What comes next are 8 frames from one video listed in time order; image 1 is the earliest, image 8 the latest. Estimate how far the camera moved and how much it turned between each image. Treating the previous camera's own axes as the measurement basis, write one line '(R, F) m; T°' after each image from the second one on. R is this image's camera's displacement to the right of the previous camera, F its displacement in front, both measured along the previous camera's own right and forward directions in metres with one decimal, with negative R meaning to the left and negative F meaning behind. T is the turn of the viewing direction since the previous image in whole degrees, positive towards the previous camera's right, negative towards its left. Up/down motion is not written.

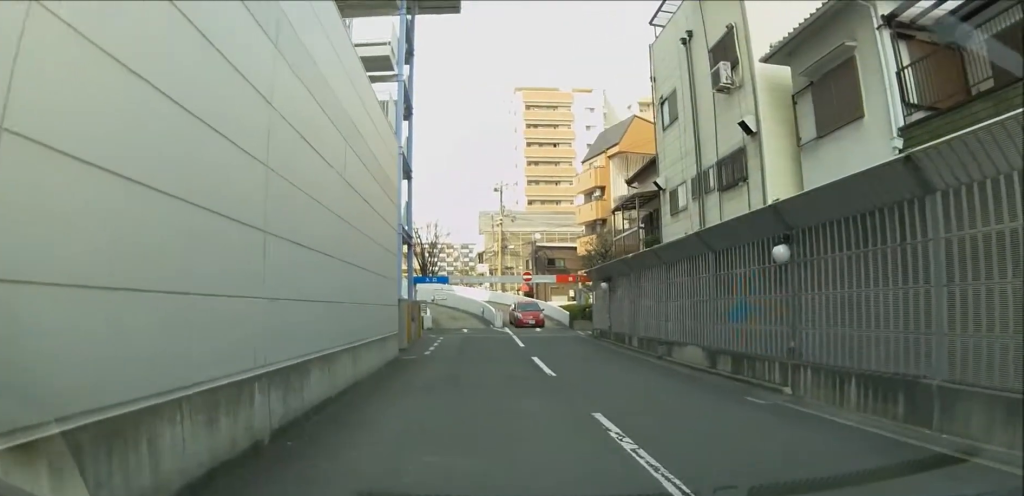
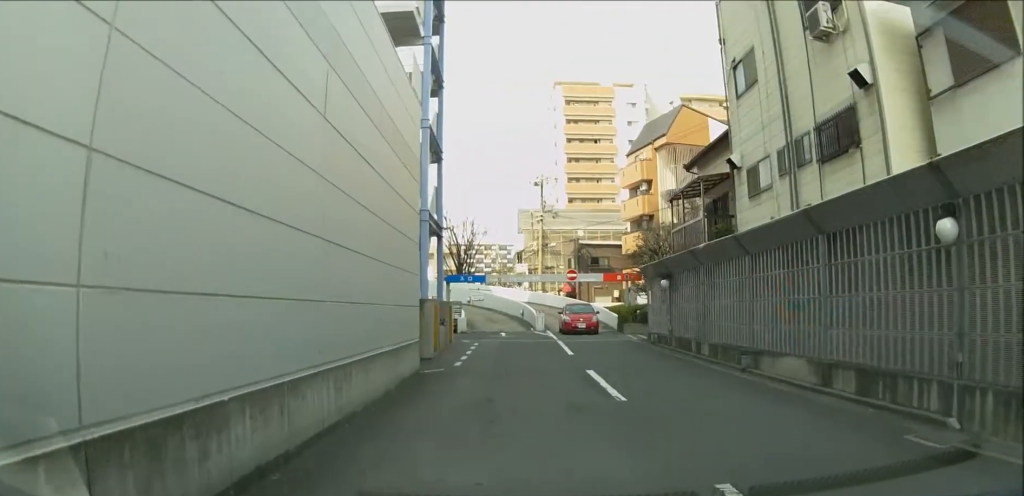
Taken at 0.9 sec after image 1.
(0.0, +3.6) m; -1°
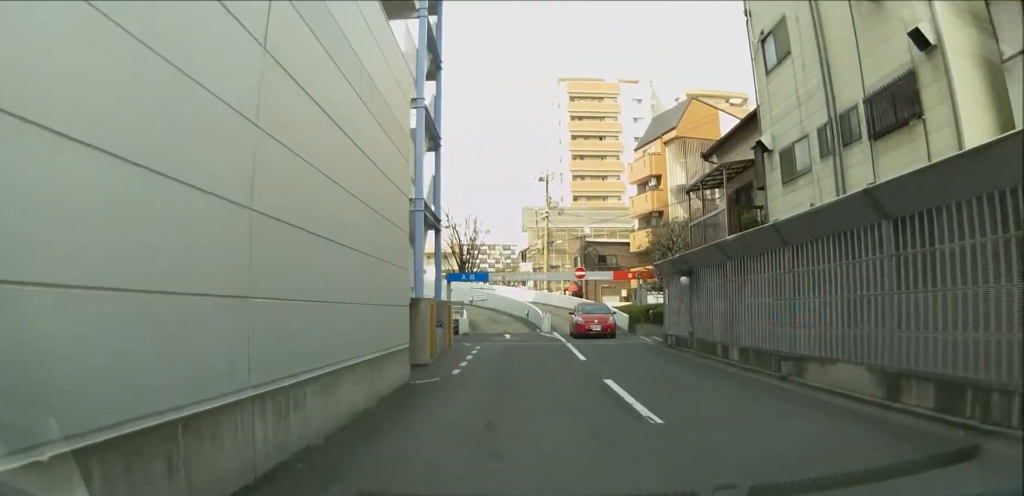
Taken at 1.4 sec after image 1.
(0.0, +2.0) m; -2°
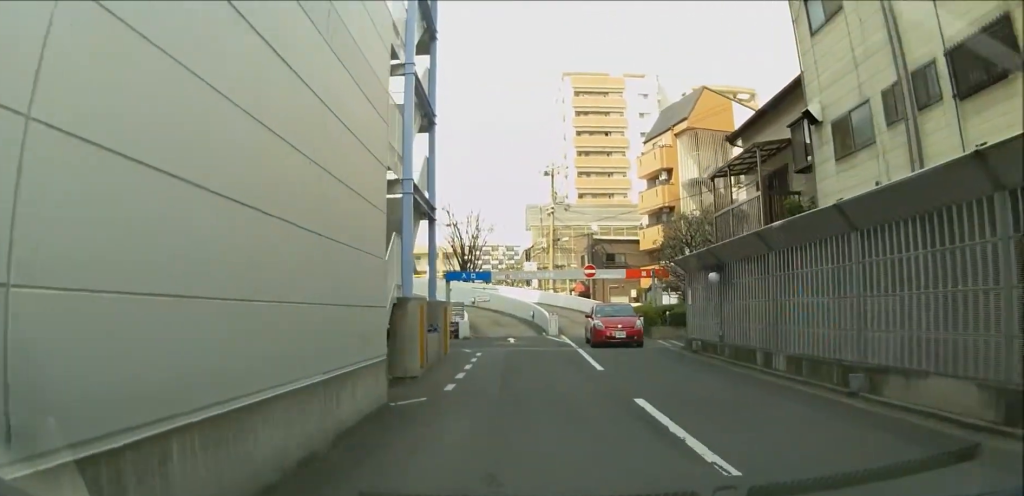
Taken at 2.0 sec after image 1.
(+0.1, +2.4) m; -3°
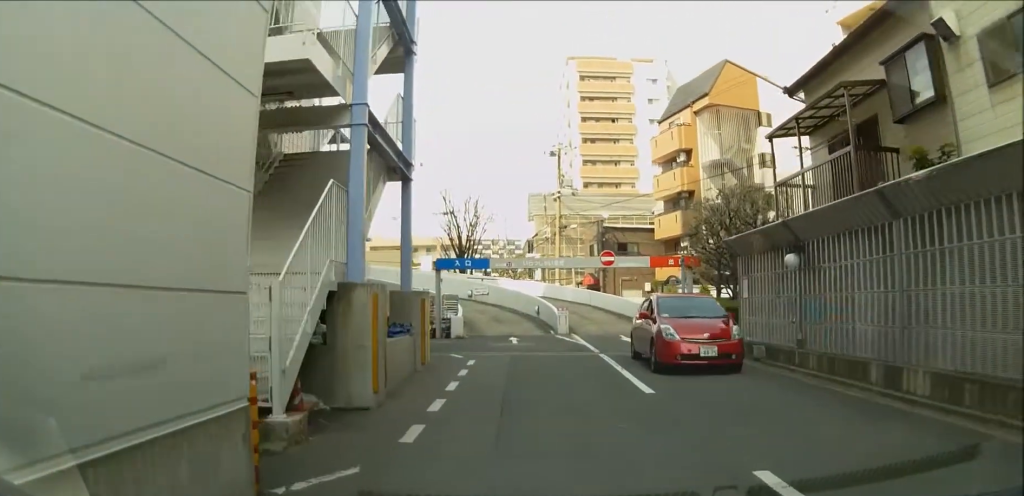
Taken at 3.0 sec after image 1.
(-0.3, +4.8) m; -4°
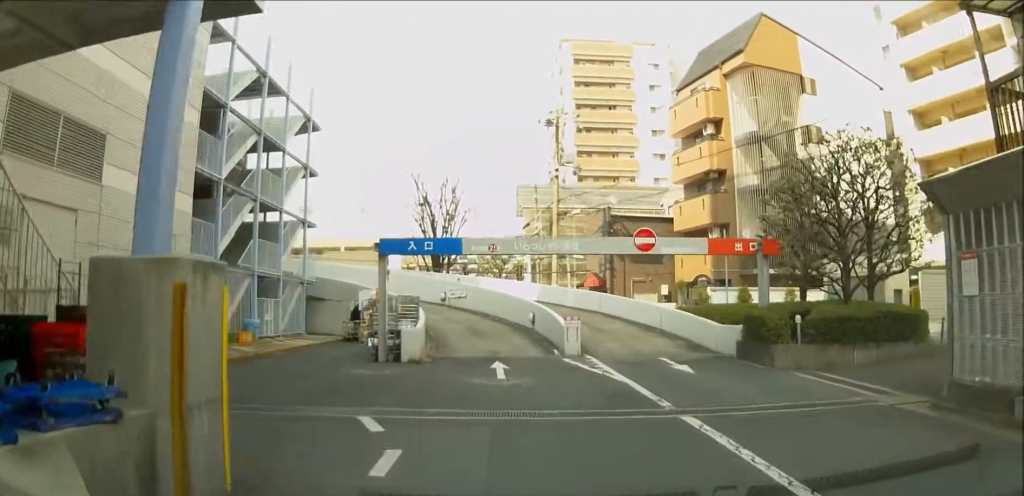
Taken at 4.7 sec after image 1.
(-0.1, +9.1) m; -1°
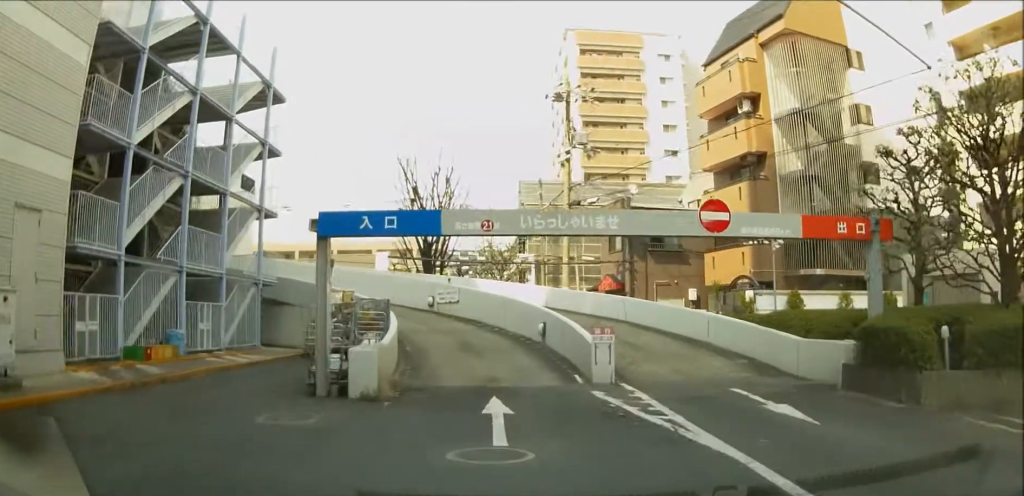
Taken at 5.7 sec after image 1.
(+0.1, +5.6) m; +4°
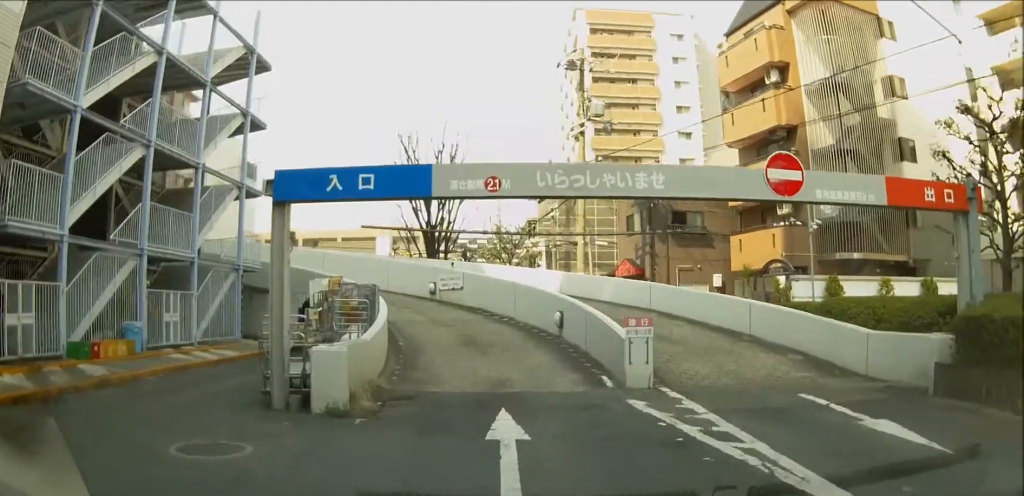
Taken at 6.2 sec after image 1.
(+0.1, +2.6) m; +1°
